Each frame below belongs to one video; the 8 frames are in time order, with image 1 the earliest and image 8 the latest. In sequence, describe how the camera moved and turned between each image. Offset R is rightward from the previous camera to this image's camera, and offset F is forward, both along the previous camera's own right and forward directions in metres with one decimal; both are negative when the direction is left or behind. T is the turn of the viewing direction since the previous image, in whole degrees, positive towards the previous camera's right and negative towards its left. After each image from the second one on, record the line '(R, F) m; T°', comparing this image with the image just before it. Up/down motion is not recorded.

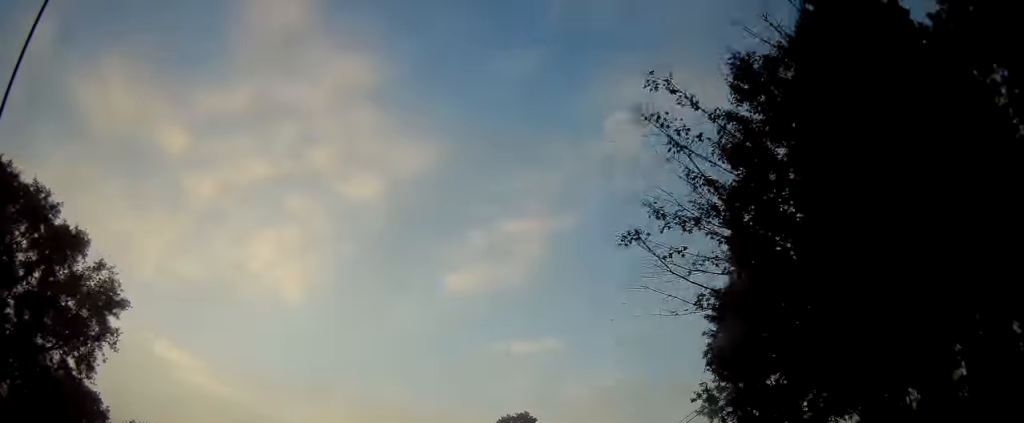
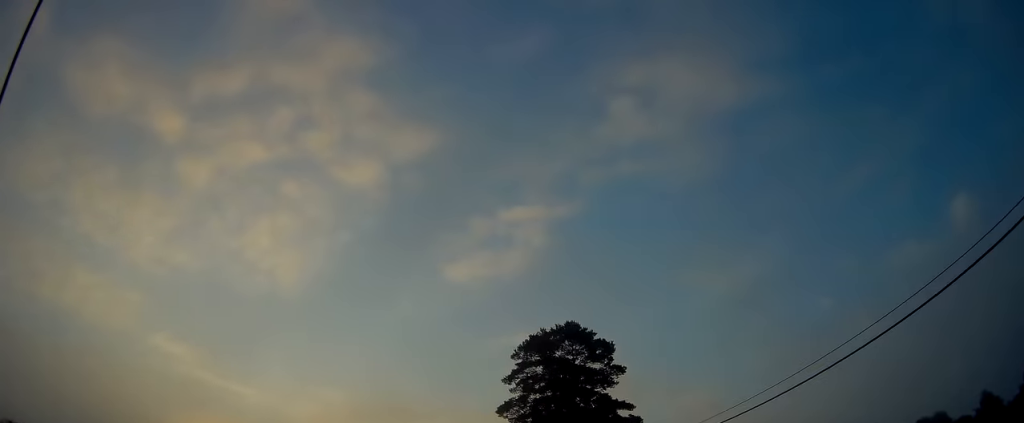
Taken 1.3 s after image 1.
(-0.3, +32.1) m; 0°
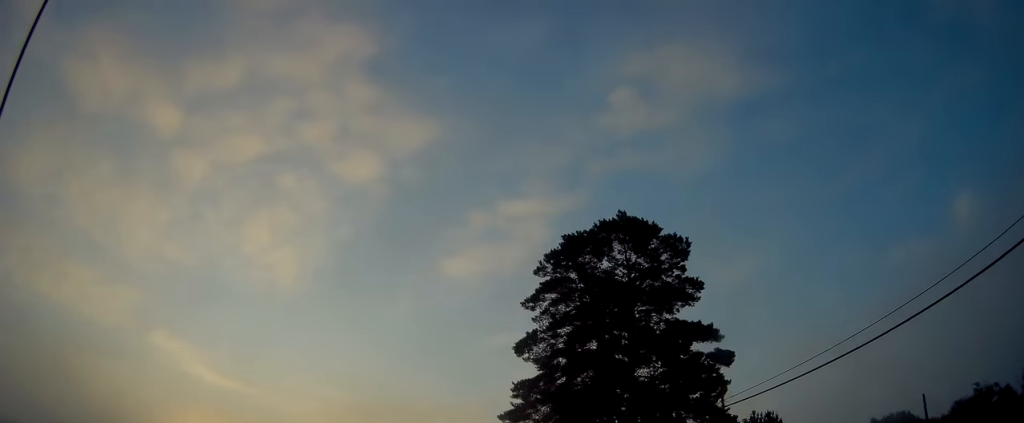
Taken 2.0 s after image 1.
(+0.1, +15.2) m; 0°
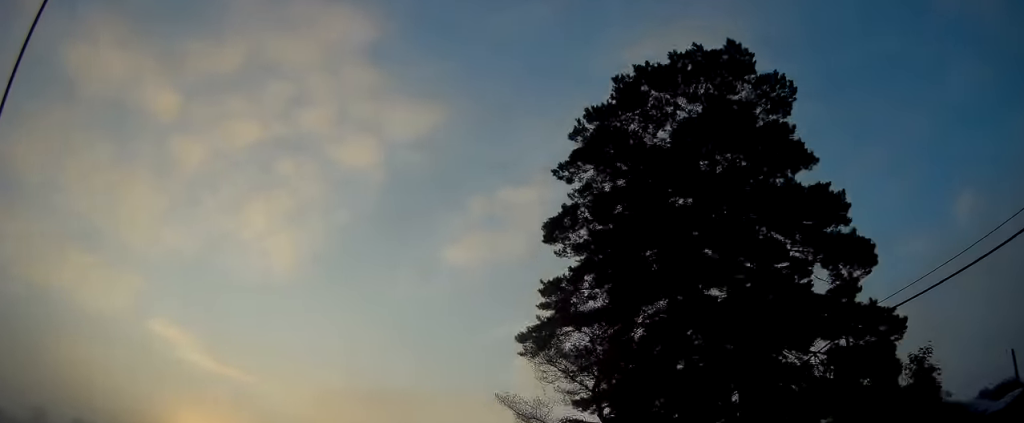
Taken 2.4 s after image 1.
(+0.2, +11.2) m; 0°
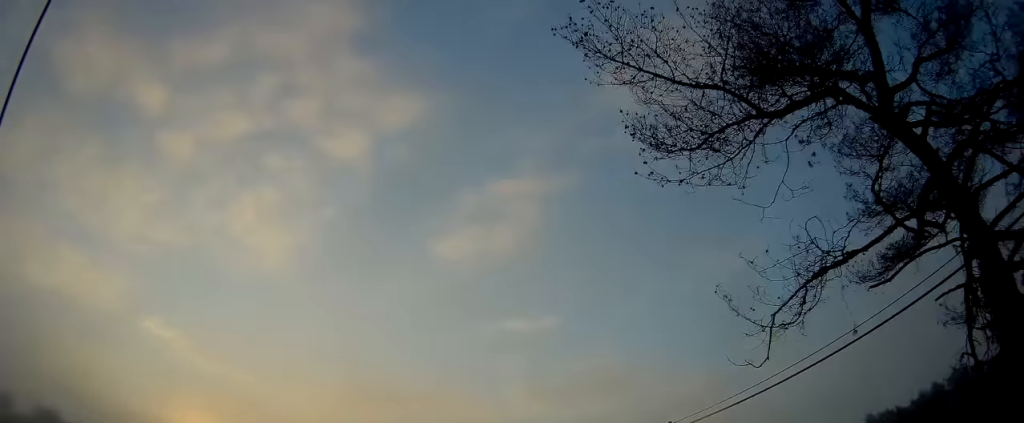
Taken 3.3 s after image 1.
(0.0, +21.0) m; 0°
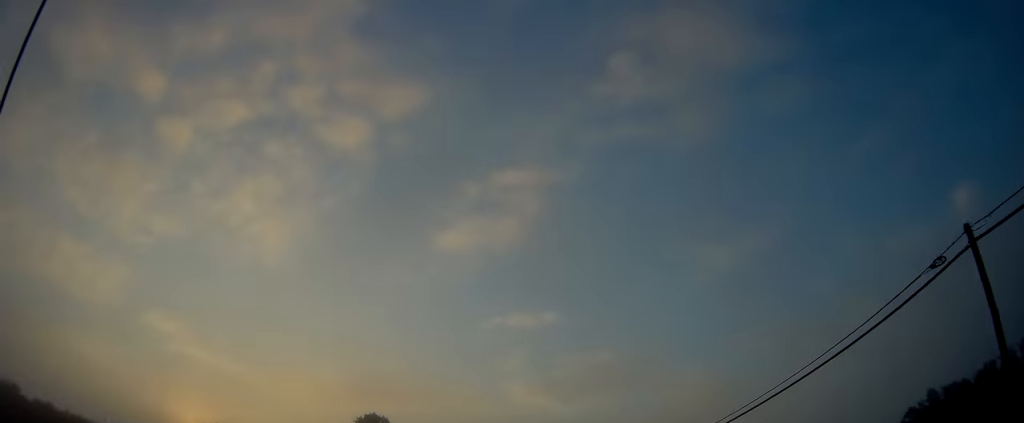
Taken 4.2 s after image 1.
(0.0, +21.9) m; 0°
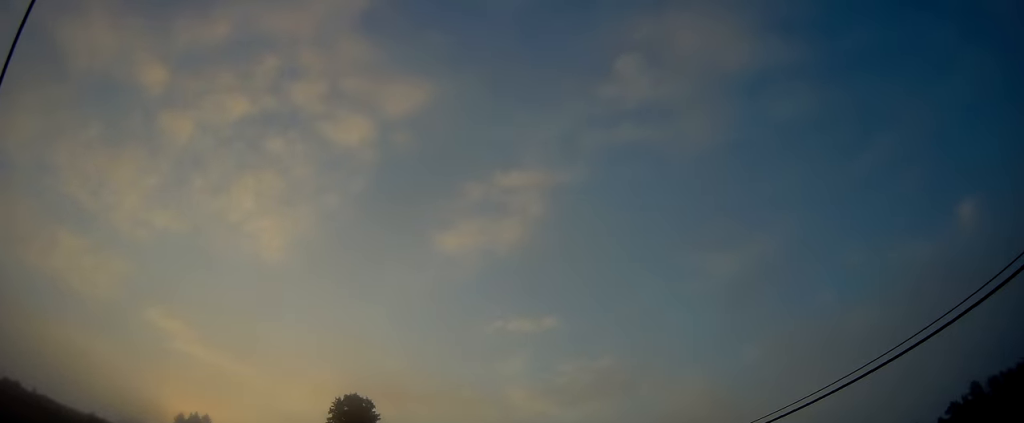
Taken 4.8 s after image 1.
(0.0, +13.9) m; 0°
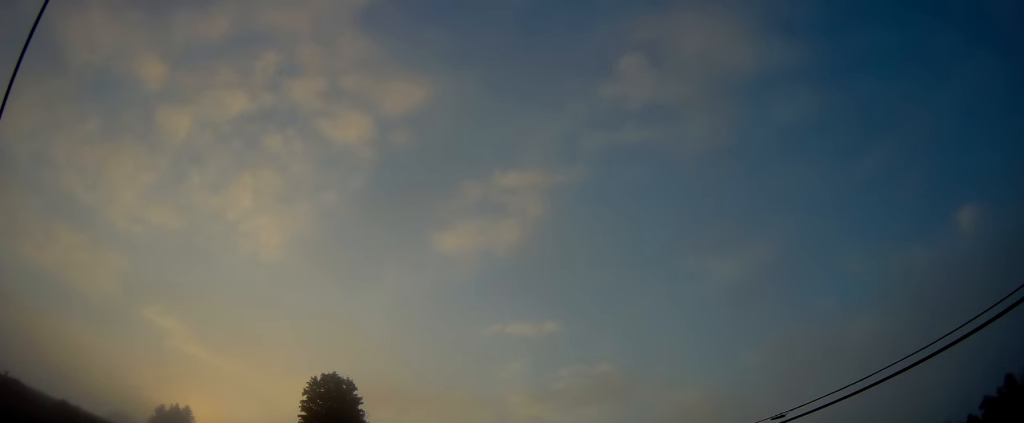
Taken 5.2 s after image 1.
(0.0, +10.6) m; 0°
